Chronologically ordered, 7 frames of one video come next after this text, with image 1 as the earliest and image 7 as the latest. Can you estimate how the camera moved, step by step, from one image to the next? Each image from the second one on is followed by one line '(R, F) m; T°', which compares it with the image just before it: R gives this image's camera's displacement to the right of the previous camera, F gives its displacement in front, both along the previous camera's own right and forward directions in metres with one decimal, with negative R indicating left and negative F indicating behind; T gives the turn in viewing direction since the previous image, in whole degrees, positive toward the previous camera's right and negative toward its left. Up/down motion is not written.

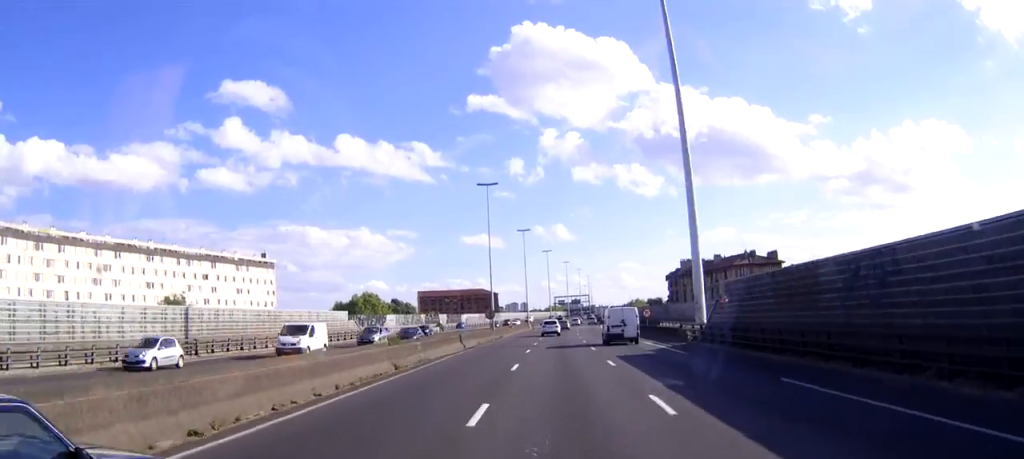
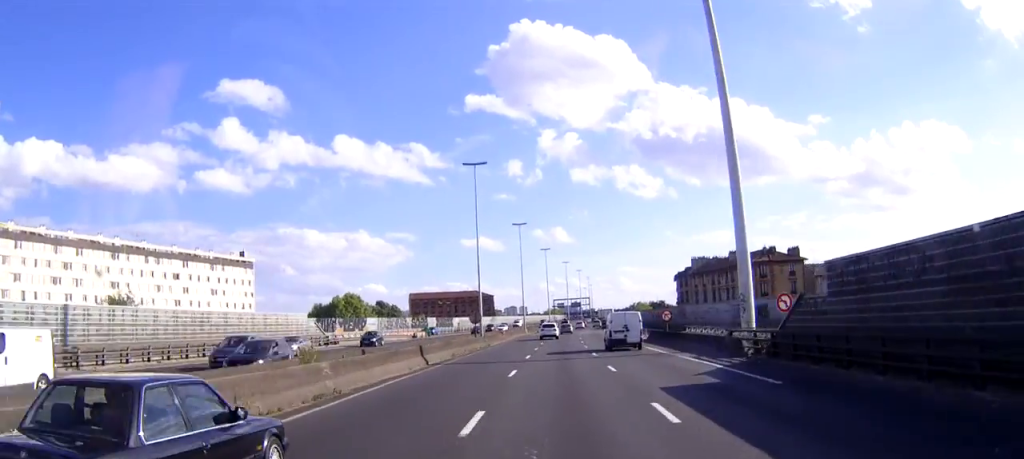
(0.0, +13.6) m; 0°
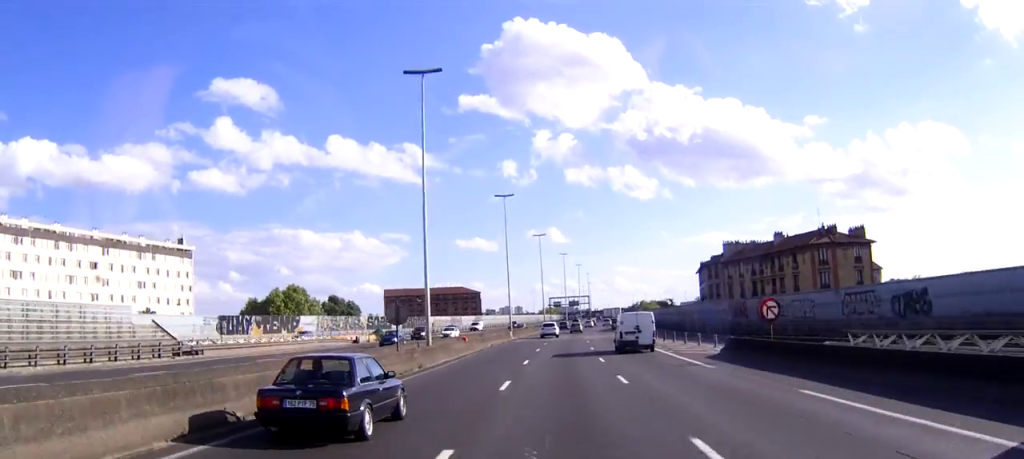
(0.0, +30.4) m; 0°
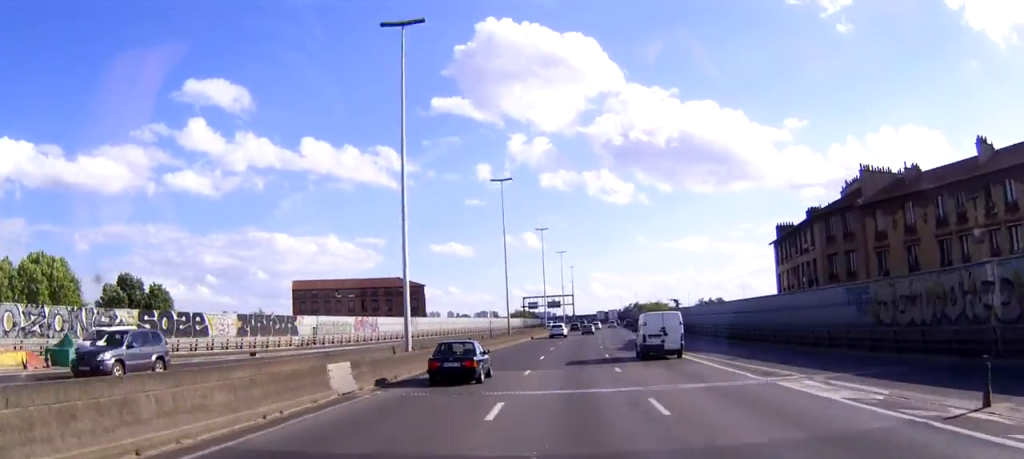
(+0.6, +59.2) m; +2°
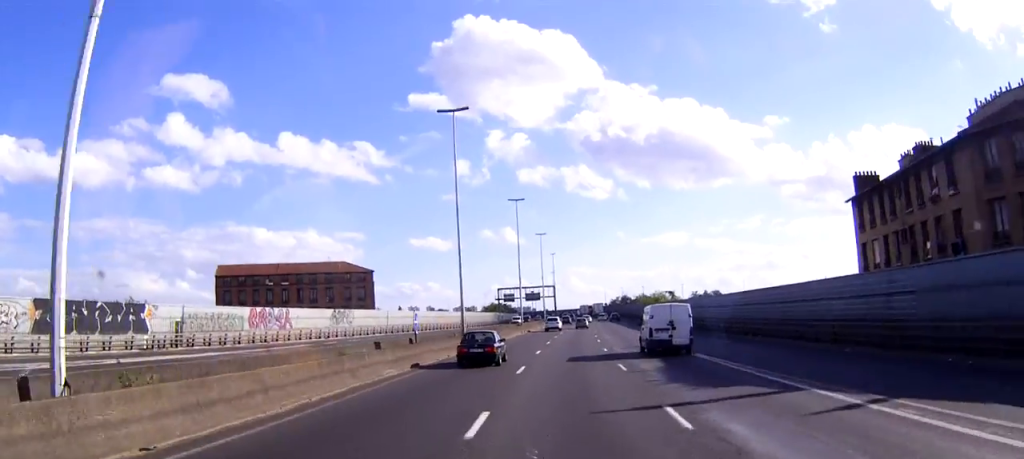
(+0.3, +27.1) m; +1°
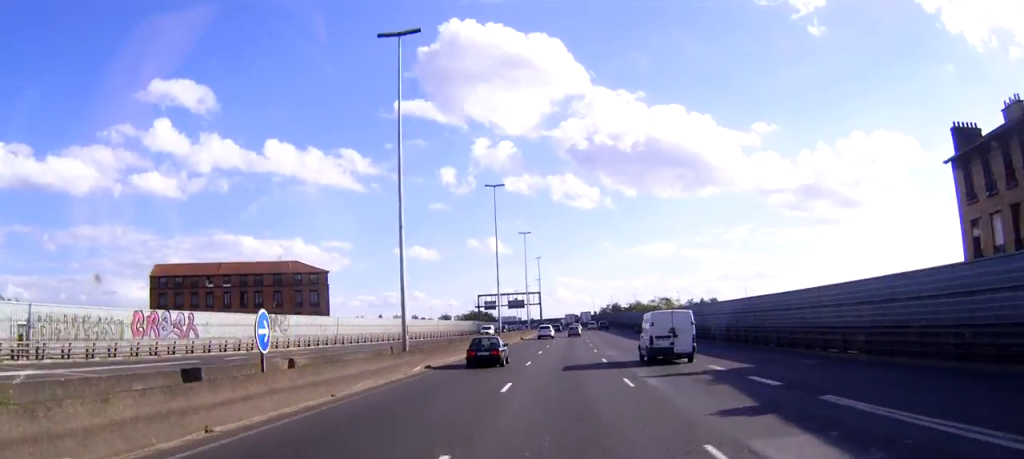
(+0.2, +17.4) m; +1°
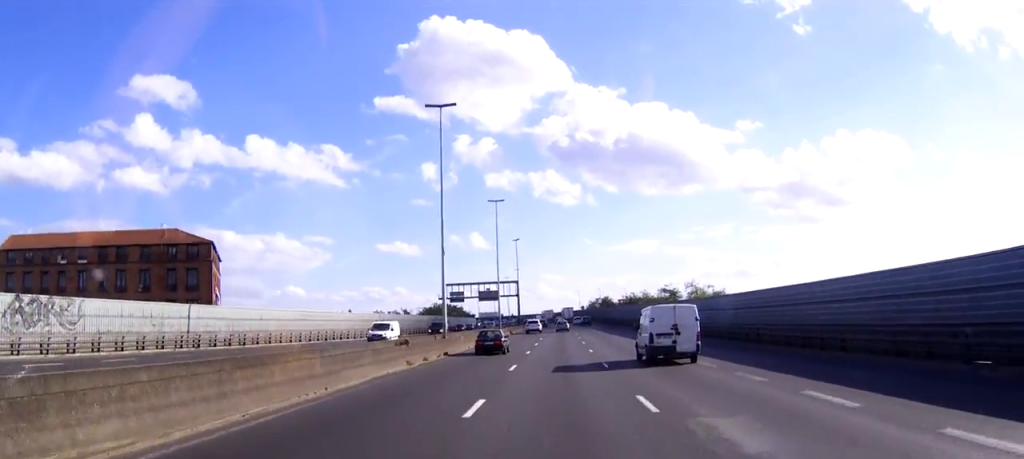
(+0.5, +31.9) m; +1°
